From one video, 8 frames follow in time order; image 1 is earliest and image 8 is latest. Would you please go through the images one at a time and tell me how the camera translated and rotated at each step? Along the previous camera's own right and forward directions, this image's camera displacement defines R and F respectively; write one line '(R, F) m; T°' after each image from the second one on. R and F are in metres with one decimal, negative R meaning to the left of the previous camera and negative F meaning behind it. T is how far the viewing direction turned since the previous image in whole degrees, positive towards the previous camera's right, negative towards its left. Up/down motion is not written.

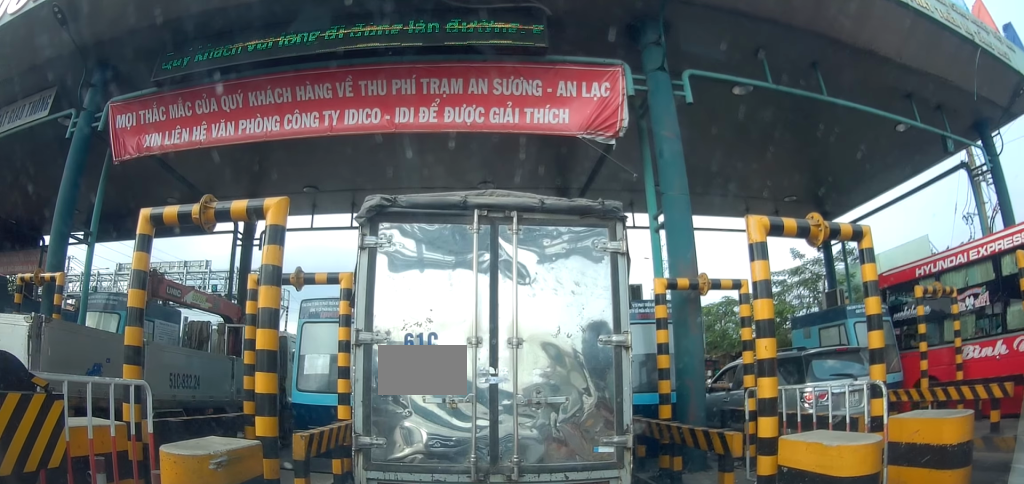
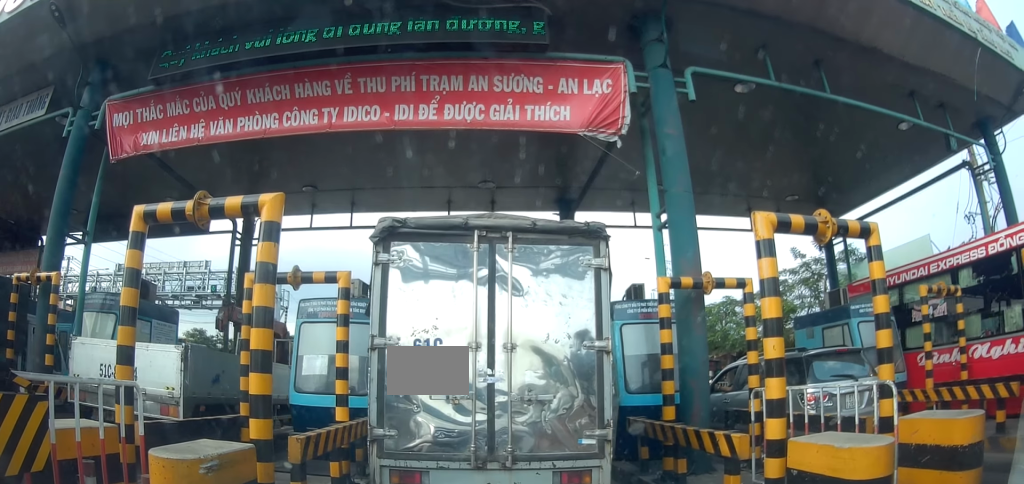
(0.0, +0.3) m; 0°
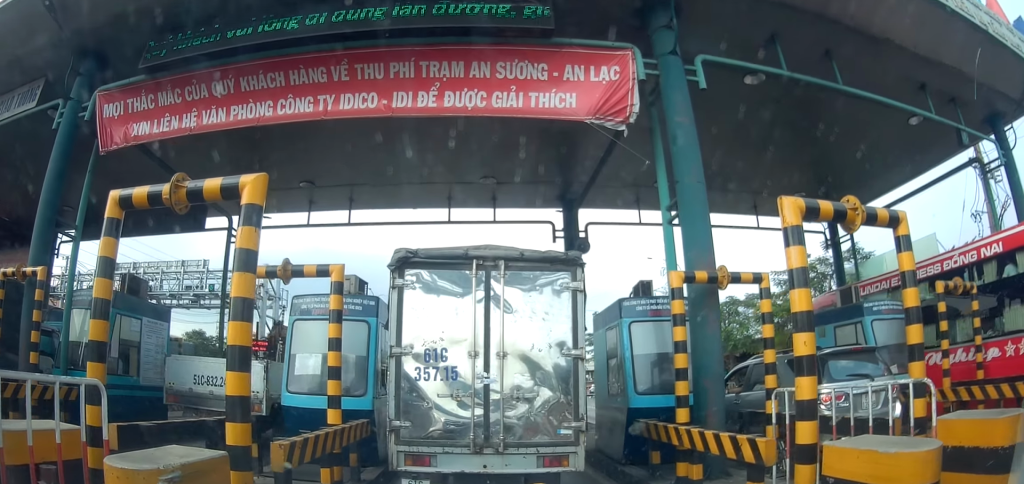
(0.0, +0.4) m; 0°
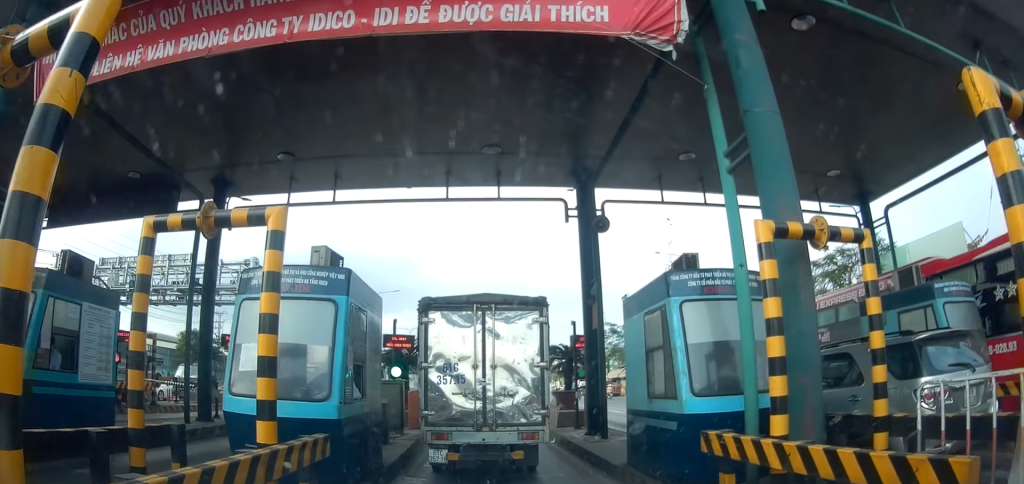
(-0.1, +1.4) m; 0°
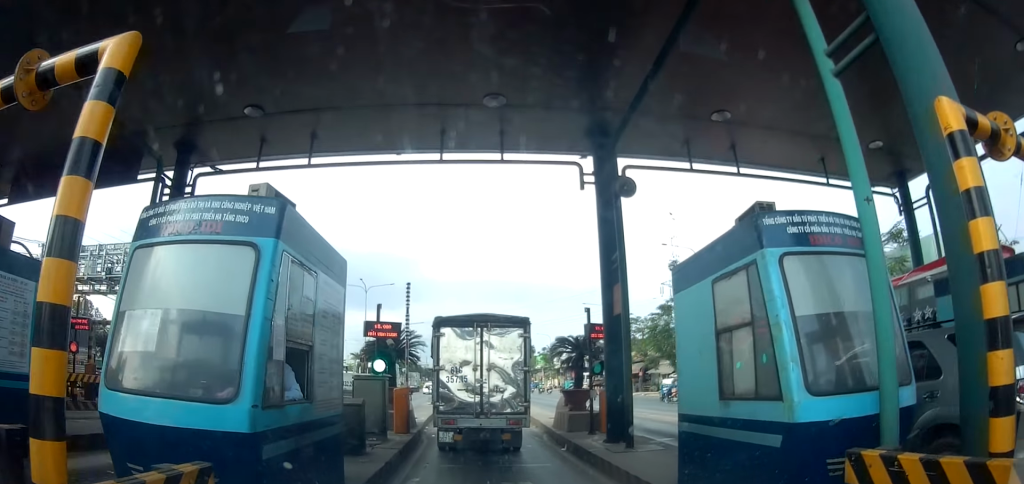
(-0.1, +1.4) m; 0°
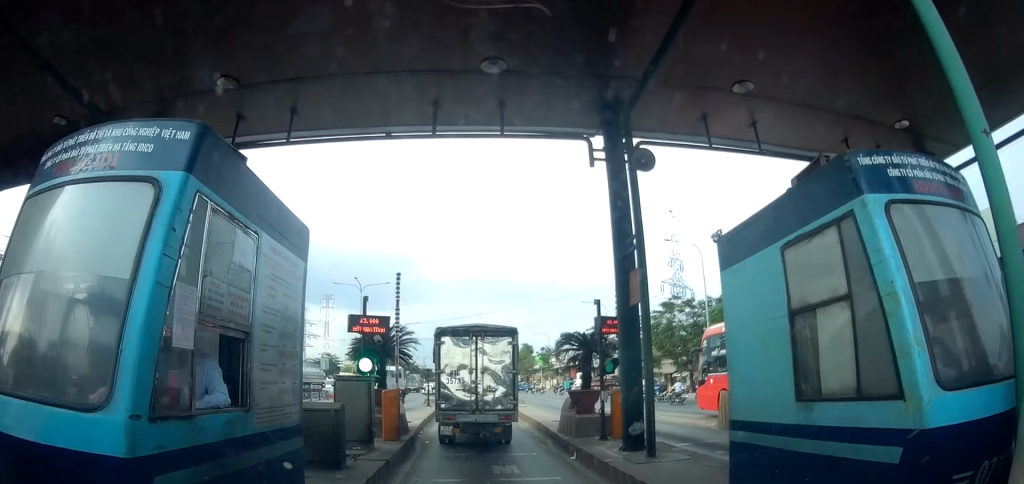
(+0.4, +0.7) m; 0°
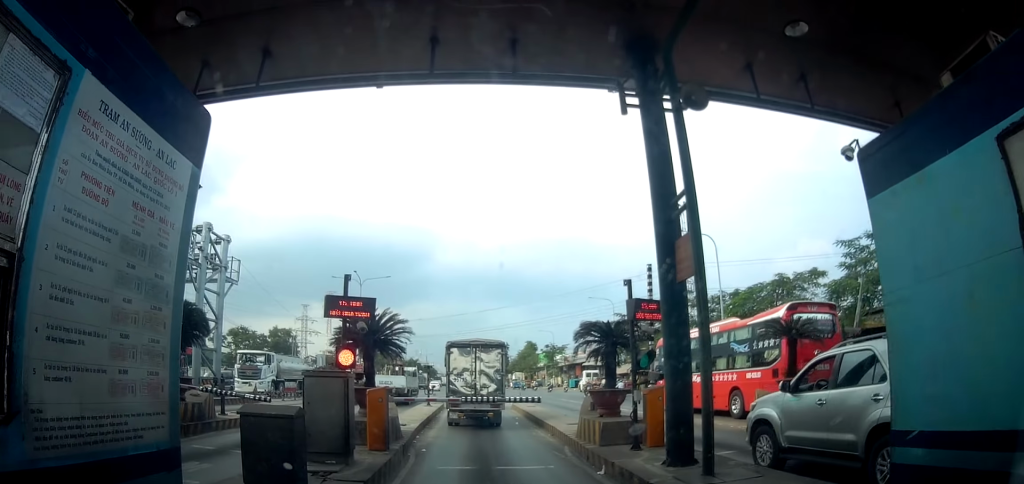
(+1.1, +1.3) m; 0°
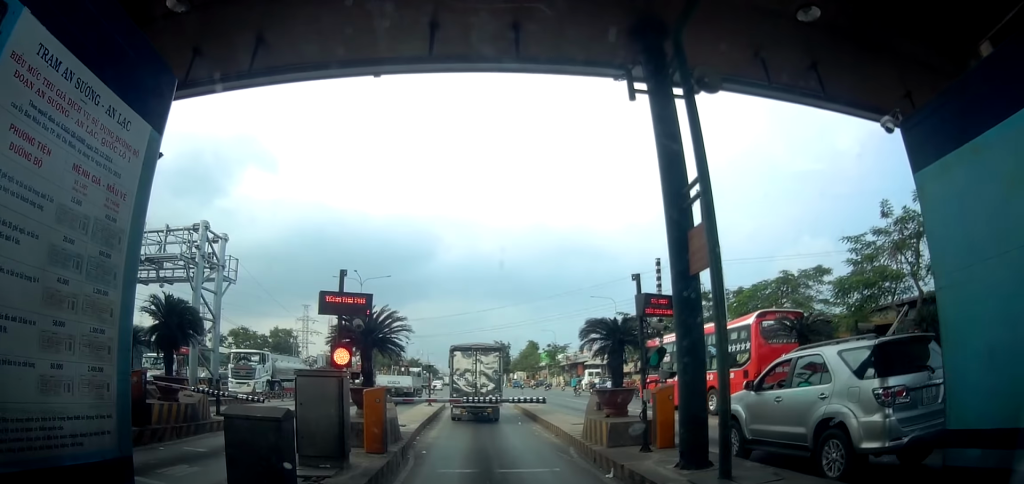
(+0.1, +0.4) m; 0°
